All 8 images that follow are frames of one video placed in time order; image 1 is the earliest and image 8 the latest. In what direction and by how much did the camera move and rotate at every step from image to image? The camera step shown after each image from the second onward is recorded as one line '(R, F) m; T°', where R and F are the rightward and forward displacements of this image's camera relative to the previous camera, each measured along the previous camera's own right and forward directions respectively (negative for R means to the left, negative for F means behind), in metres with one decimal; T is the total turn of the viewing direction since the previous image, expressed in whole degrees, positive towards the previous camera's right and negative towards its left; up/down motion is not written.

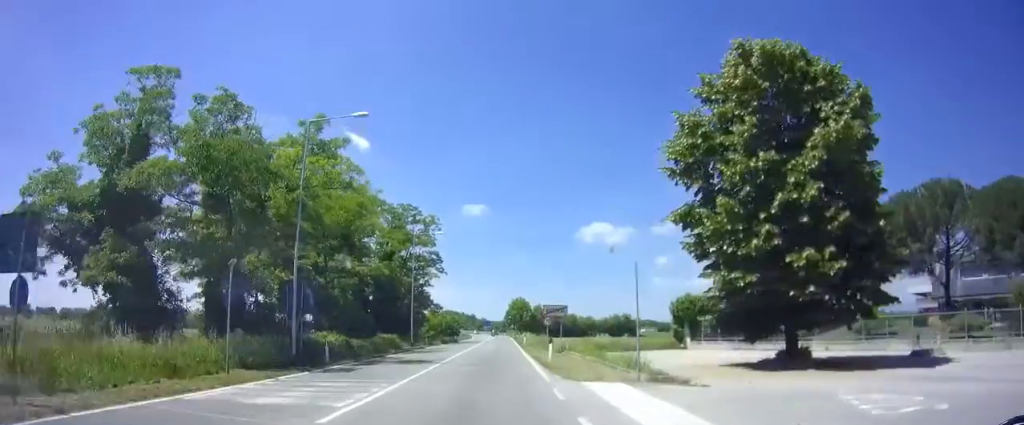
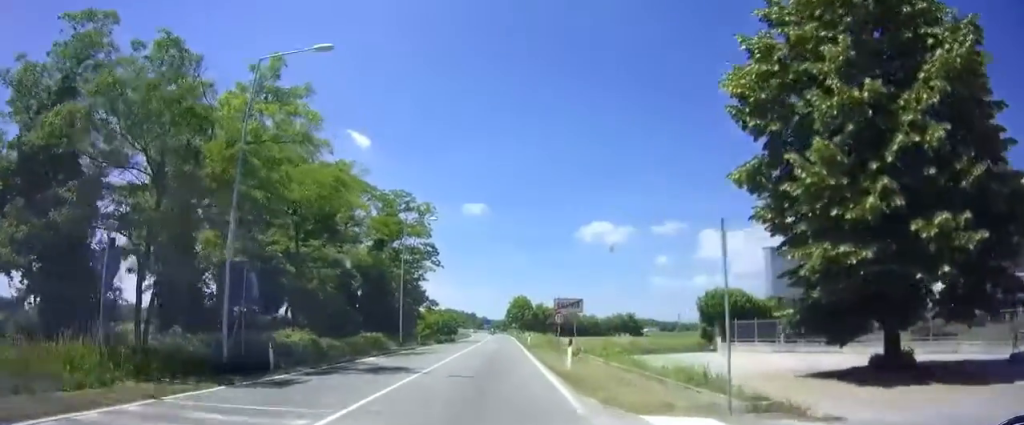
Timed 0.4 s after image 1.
(+0.1, +6.5) m; 0°
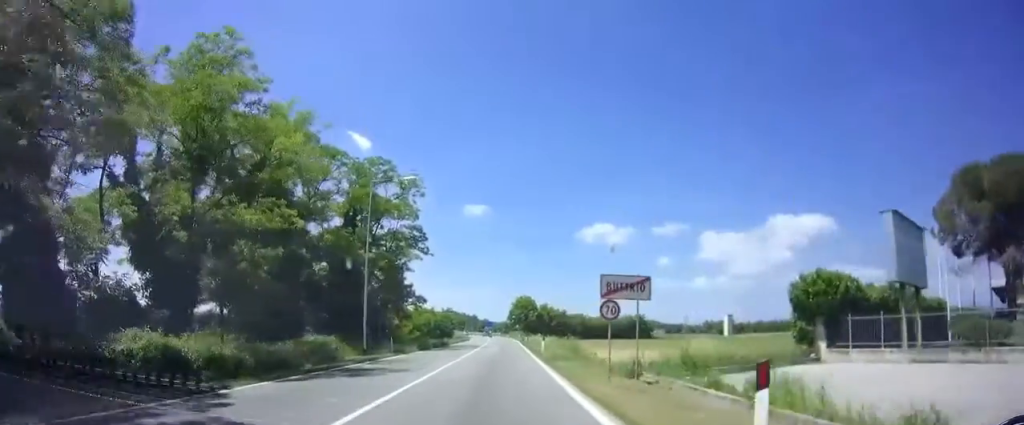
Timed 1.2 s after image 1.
(0.0, +12.5) m; 0°
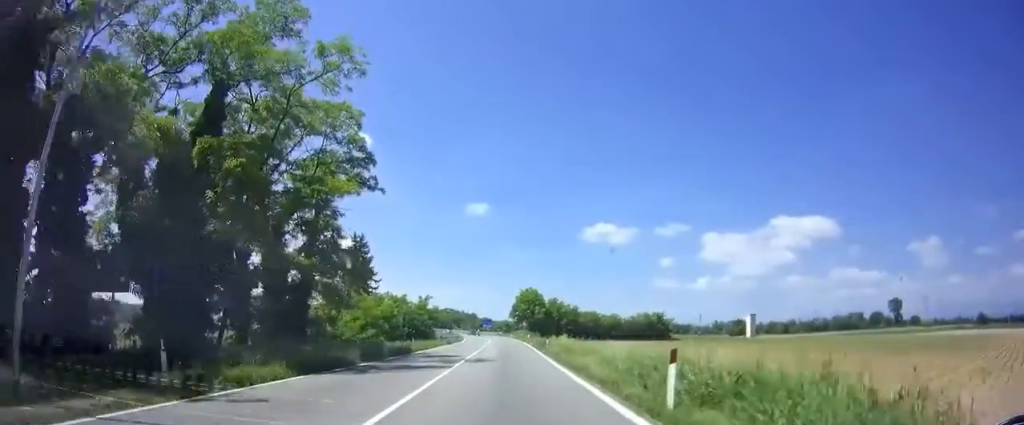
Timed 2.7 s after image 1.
(-0.2, +24.3) m; -2°
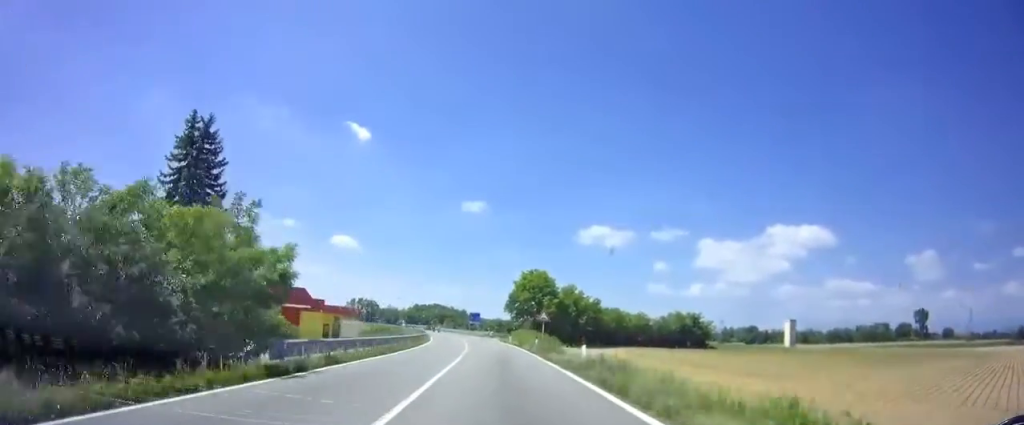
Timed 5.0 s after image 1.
(-0.8, +39.8) m; -1°
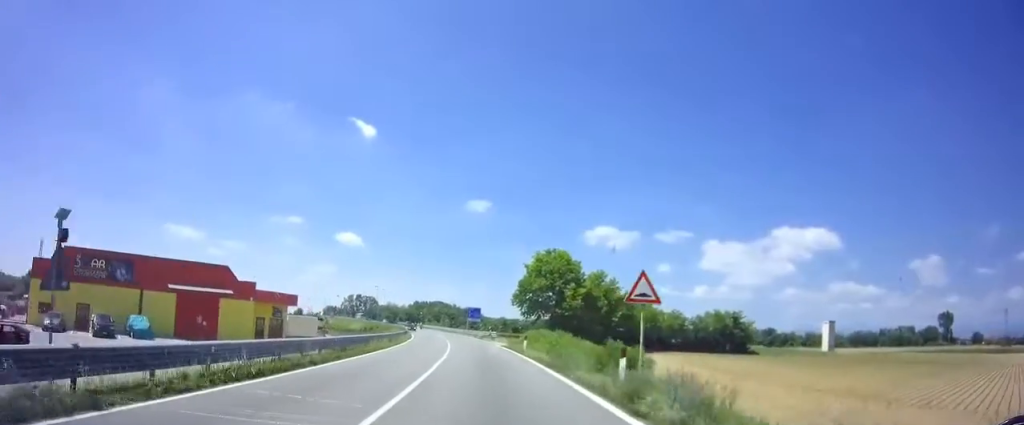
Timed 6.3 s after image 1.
(0.0, +22.7) m; 0°
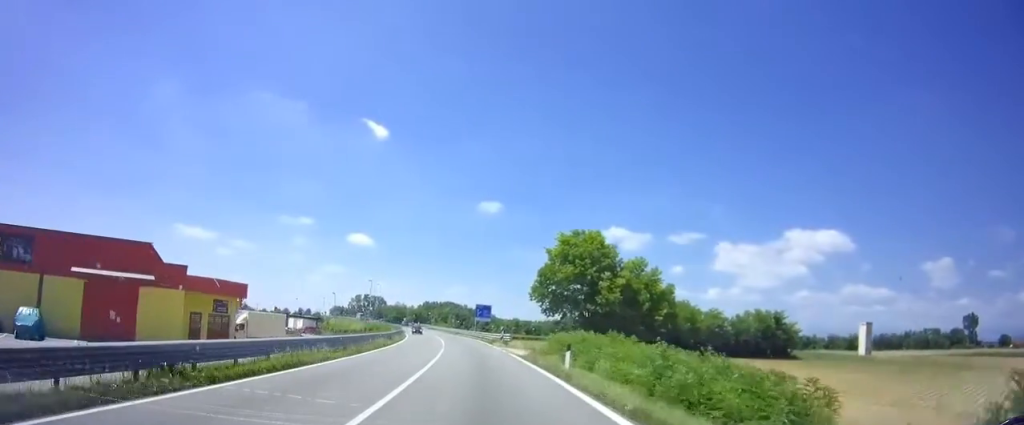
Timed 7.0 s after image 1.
(0.0, +14.0) m; 0°
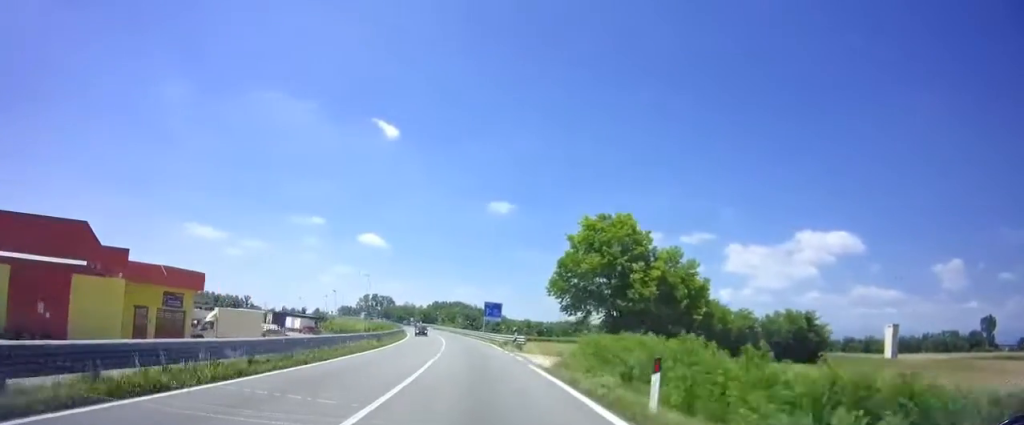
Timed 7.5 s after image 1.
(0.0, +8.6) m; 0°
